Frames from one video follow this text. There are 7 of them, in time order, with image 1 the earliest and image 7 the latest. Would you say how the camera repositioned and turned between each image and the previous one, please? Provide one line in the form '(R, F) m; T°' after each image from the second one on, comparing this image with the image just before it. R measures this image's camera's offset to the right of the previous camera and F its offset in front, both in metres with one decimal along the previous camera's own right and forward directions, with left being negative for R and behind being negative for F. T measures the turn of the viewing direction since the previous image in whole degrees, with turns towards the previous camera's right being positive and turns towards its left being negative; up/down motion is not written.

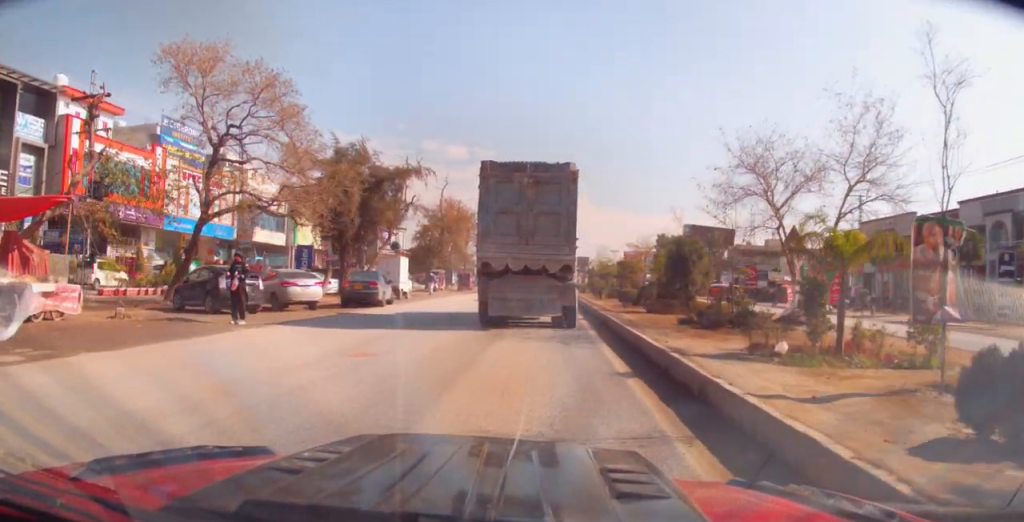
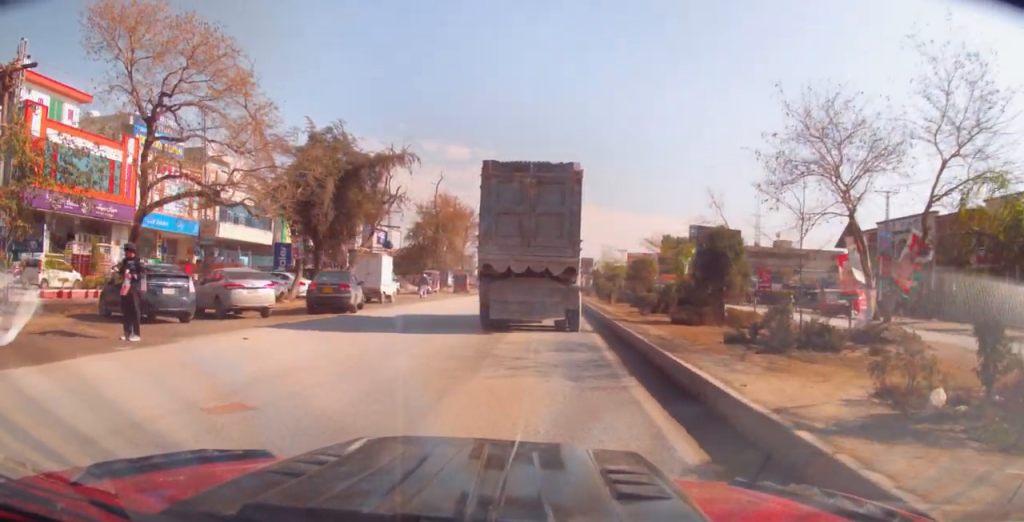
(0.0, +4.2) m; 0°
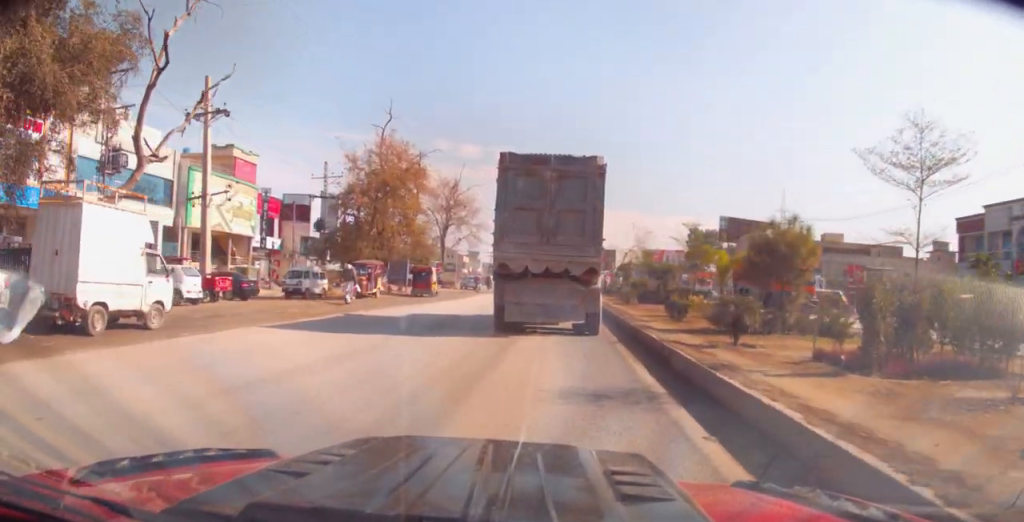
(-0.9, +21.4) m; -2°
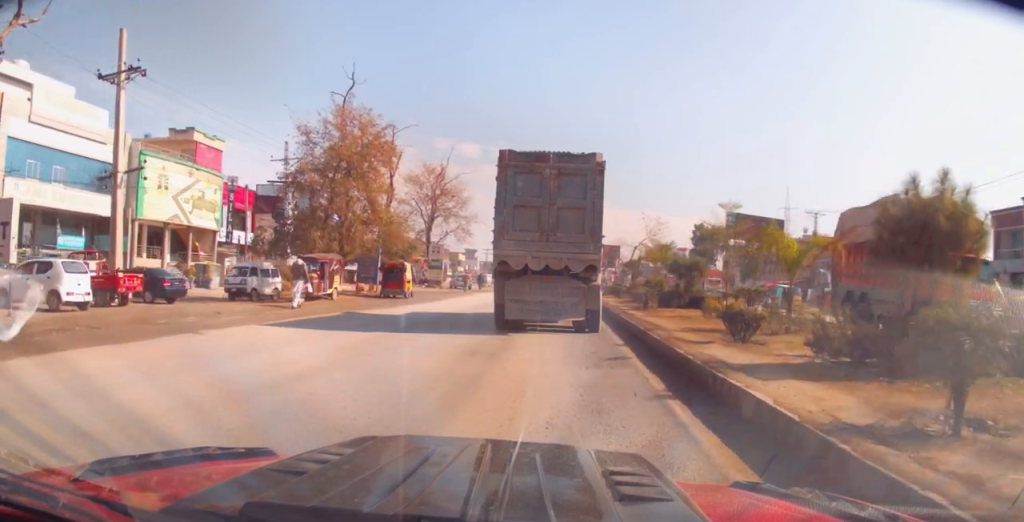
(+0.1, +6.5) m; 0°
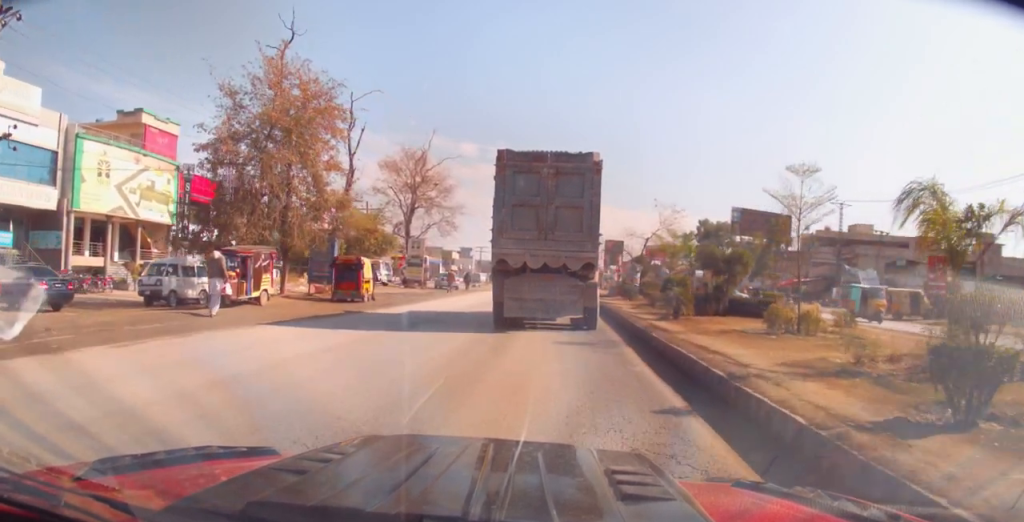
(+0.1, +6.6) m; -1°
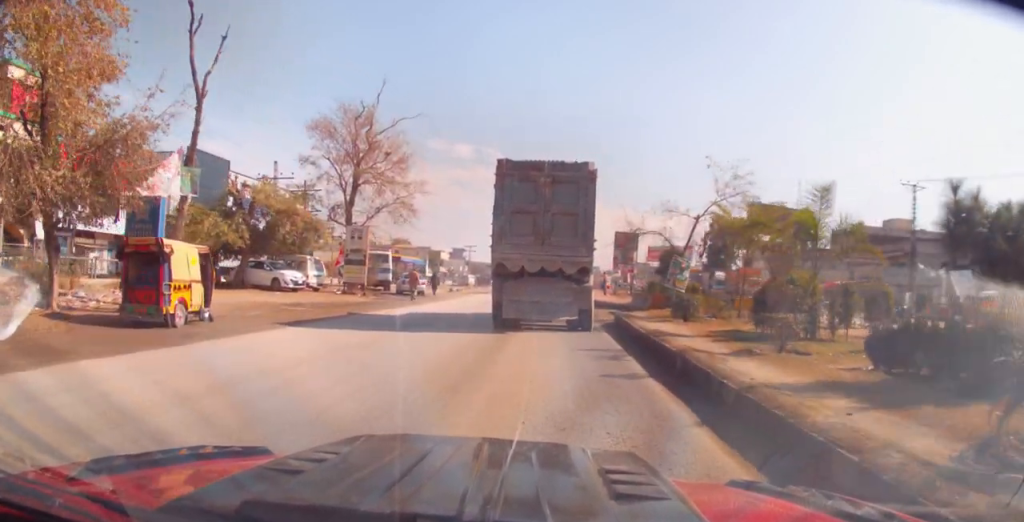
(-0.2, +13.8) m; +3°
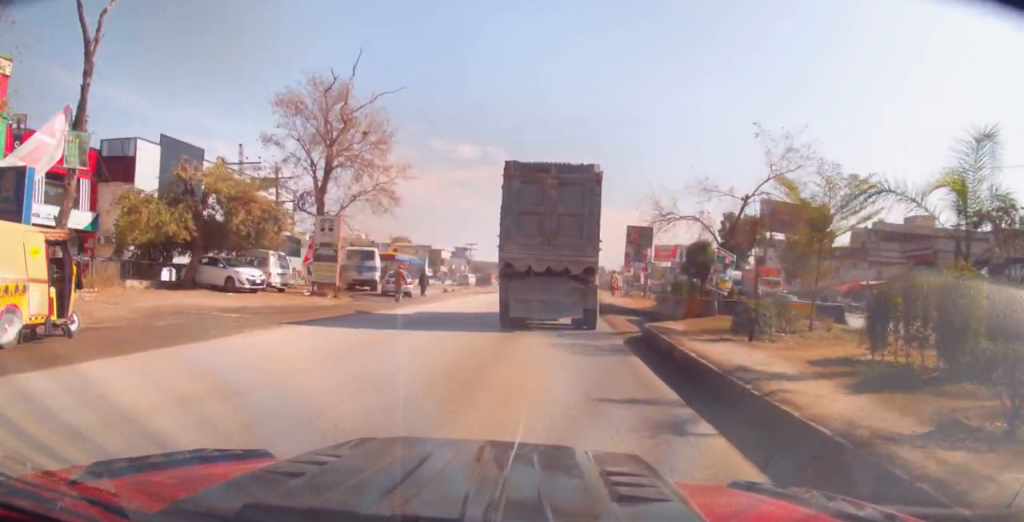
(+0.2, +5.1) m; 0°
